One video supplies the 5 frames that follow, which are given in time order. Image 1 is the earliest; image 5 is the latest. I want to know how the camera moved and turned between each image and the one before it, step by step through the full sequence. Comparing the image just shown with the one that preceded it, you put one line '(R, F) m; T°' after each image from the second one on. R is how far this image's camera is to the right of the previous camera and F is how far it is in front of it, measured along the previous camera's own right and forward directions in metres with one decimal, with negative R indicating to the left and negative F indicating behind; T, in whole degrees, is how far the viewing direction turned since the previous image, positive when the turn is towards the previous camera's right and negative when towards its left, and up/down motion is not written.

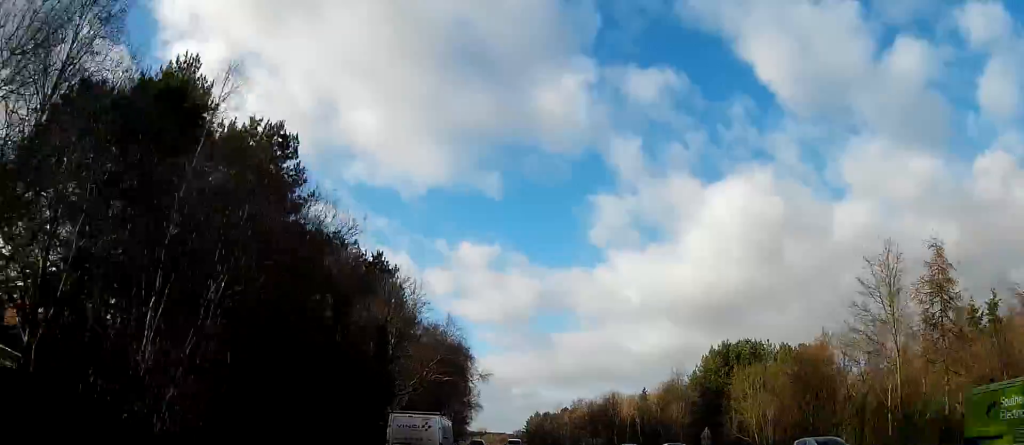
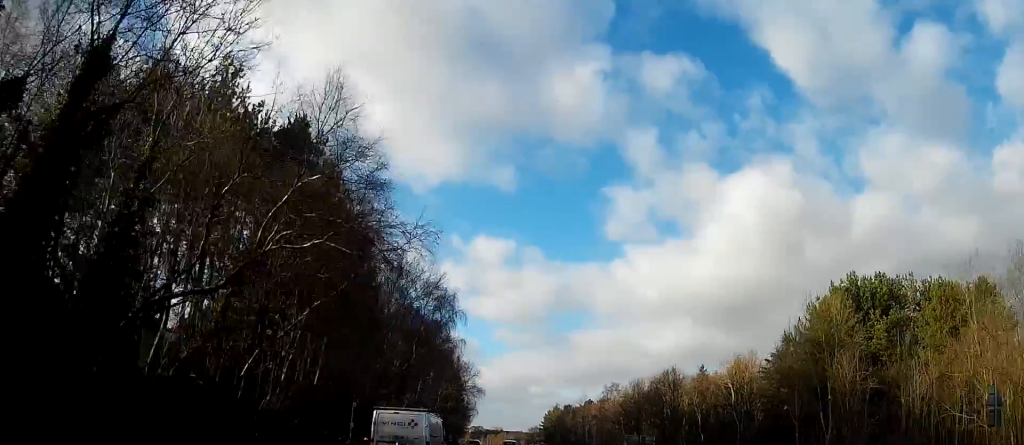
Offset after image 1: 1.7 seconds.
(-3.8, +32.4) m; -8°
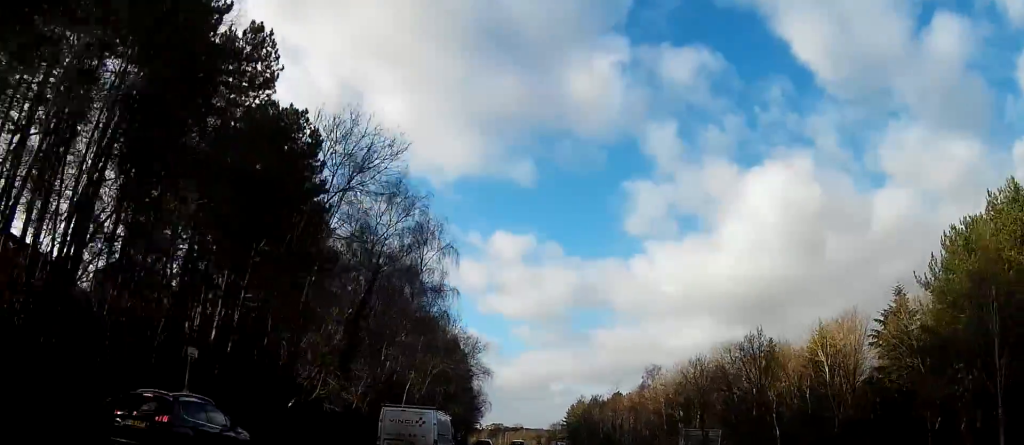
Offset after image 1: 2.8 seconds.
(-0.3, +20.8) m; -1°
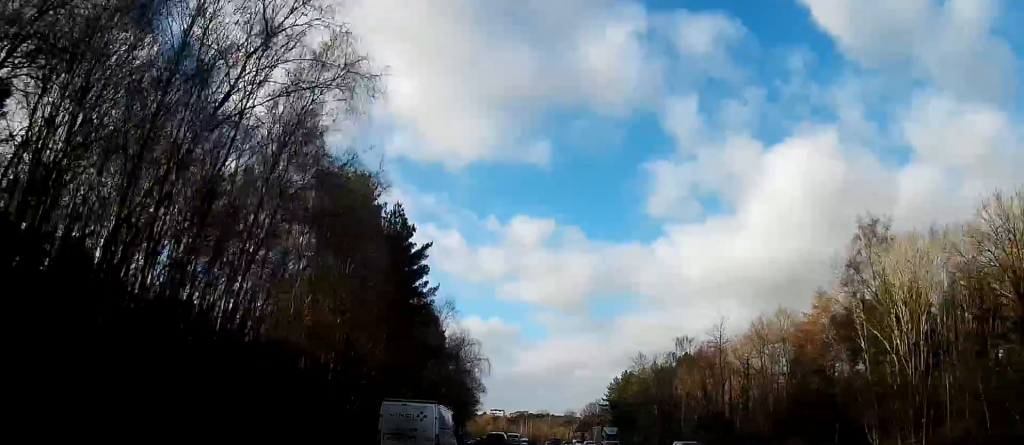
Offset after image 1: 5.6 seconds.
(-1.2, +56.6) m; -4°
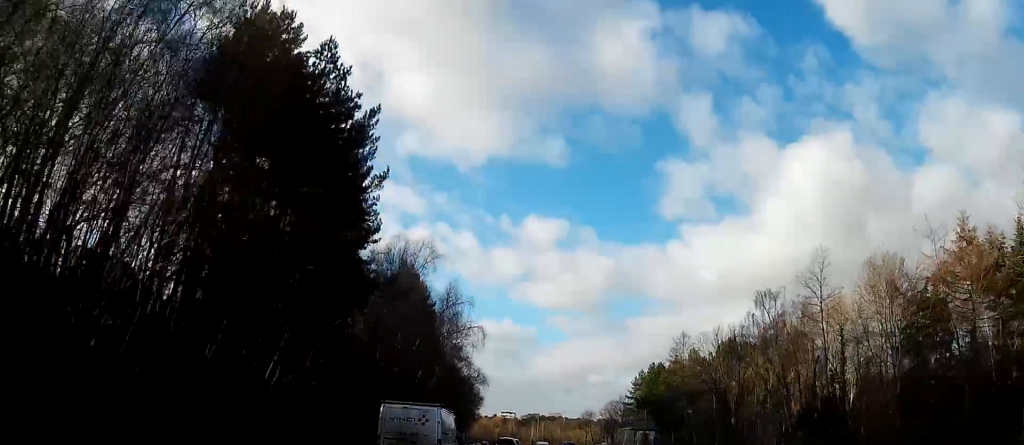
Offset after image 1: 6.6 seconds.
(-0.7, +21.0) m; -2°
